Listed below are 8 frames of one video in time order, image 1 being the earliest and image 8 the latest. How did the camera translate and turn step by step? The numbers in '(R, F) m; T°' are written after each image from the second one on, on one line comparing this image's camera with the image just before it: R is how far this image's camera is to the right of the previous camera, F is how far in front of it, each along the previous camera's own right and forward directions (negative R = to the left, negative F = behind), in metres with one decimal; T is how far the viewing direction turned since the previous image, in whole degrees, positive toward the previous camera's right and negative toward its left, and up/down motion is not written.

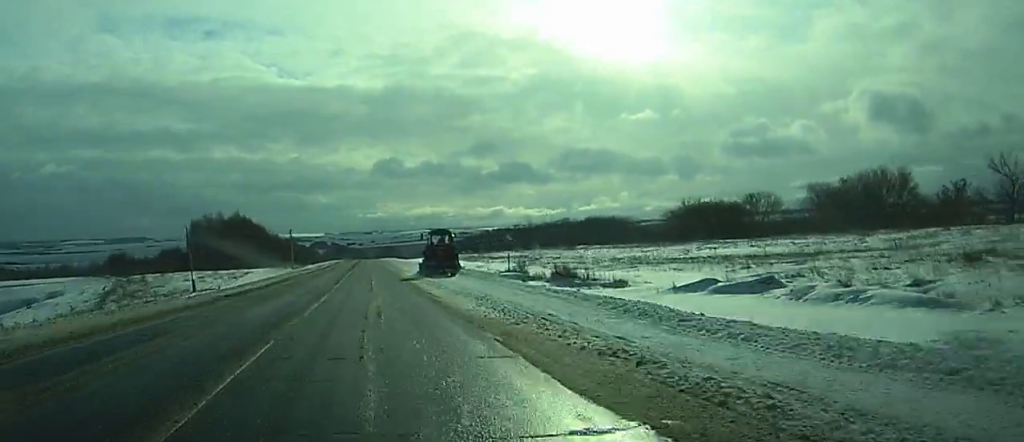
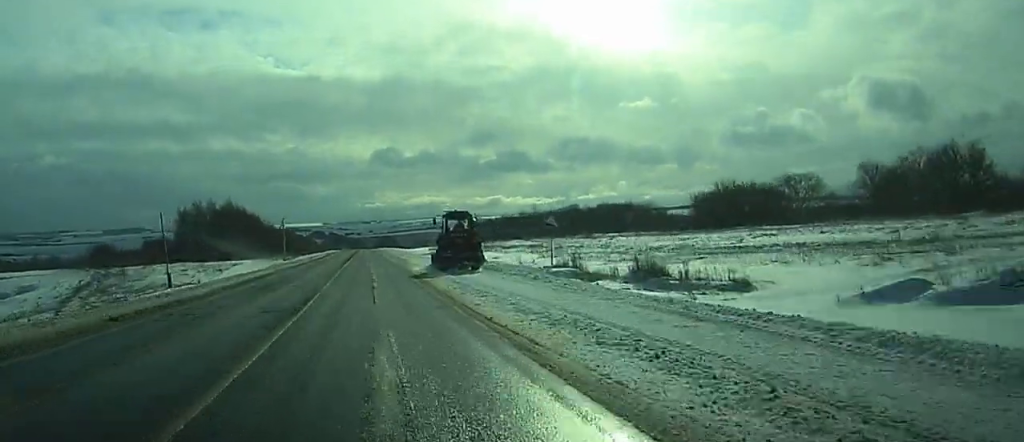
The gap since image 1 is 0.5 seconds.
(+0.1, +14.5) m; 0°
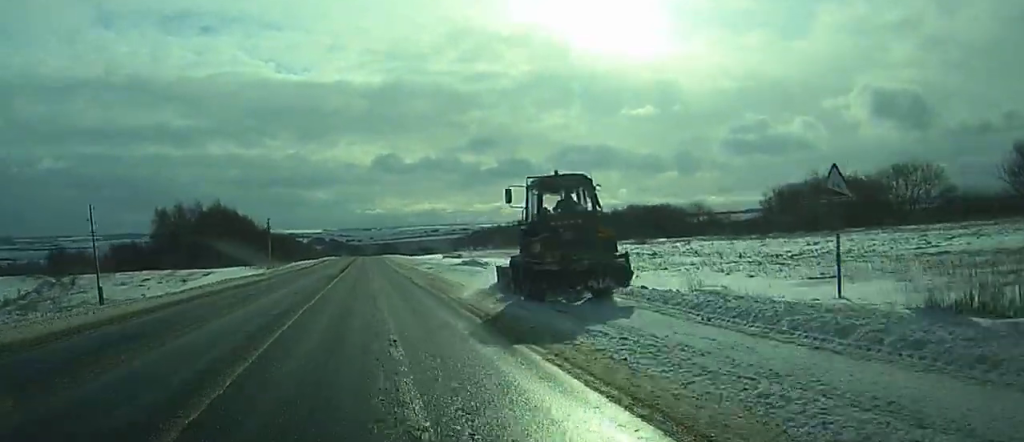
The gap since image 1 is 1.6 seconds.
(-0.2, +29.2) m; 0°
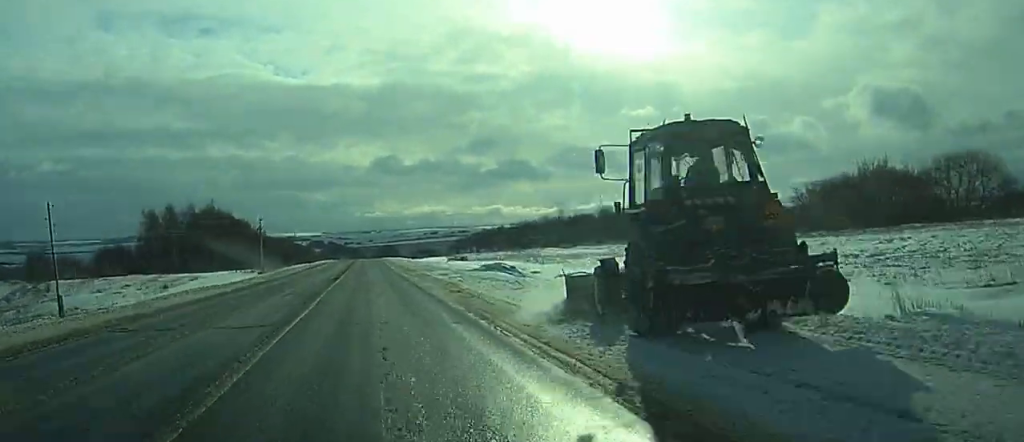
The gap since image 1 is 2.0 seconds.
(+0.1, +11.0) m; 0°
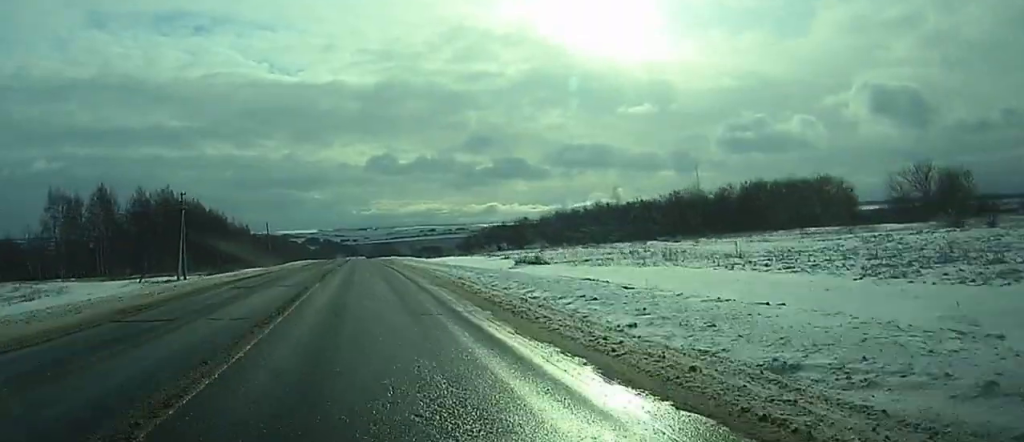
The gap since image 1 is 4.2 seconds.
(+0.1, +60.9) m; 0°
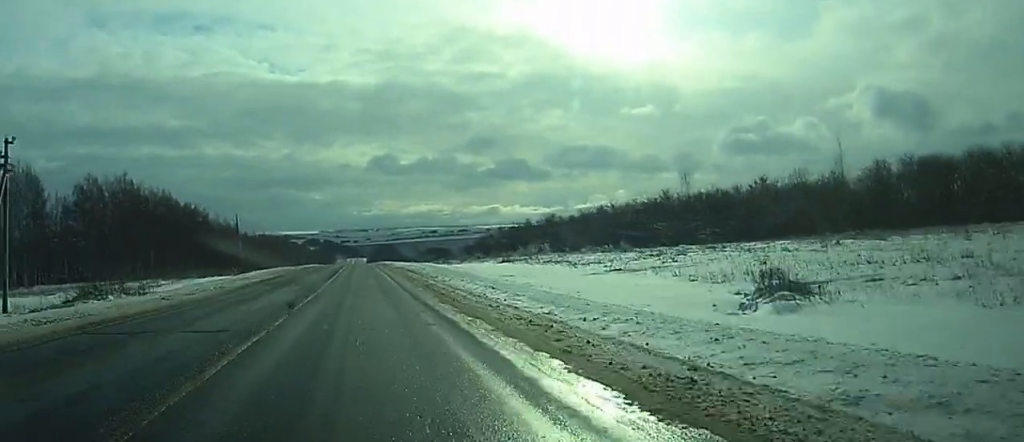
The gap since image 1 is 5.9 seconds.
(-0.2, +44.0) m; 0°
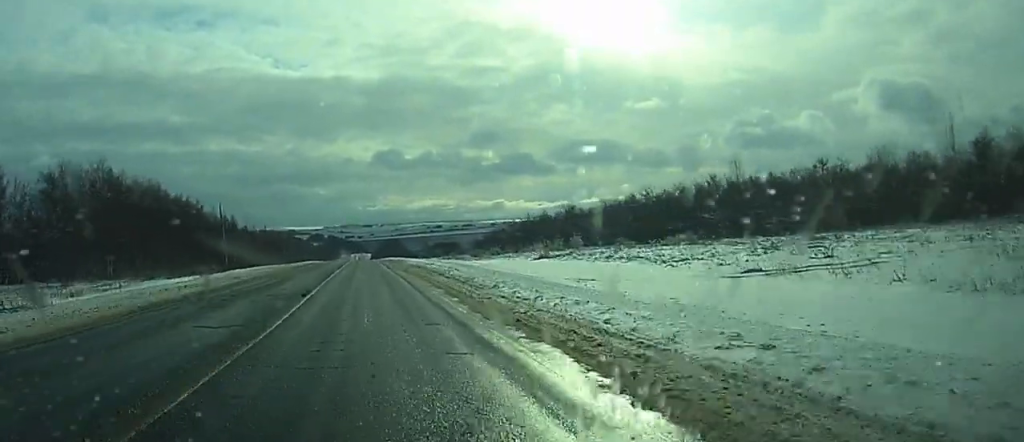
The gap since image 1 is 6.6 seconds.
(0.0, +19.7) m; 0°
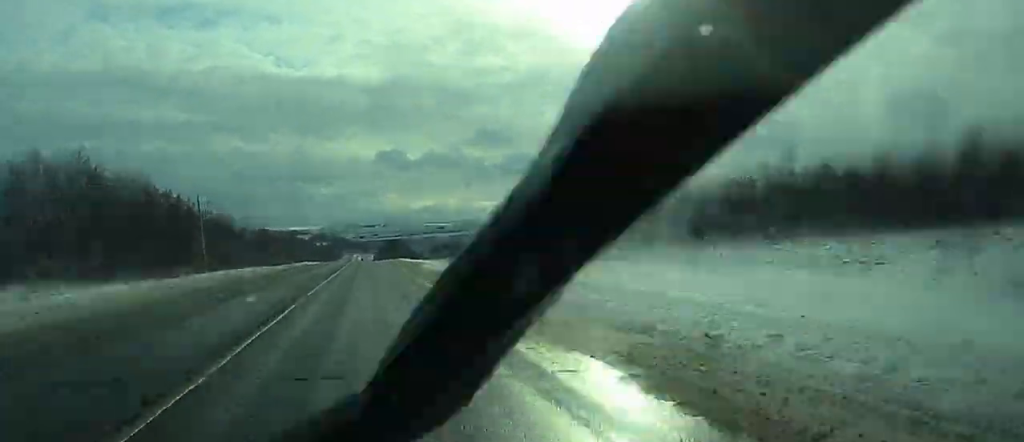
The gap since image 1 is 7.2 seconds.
(0.0, +17.0) m; 0°
